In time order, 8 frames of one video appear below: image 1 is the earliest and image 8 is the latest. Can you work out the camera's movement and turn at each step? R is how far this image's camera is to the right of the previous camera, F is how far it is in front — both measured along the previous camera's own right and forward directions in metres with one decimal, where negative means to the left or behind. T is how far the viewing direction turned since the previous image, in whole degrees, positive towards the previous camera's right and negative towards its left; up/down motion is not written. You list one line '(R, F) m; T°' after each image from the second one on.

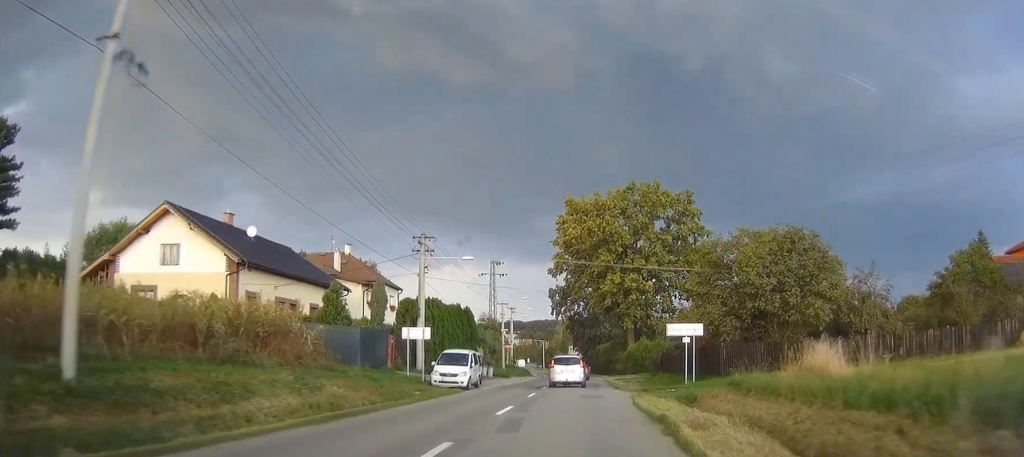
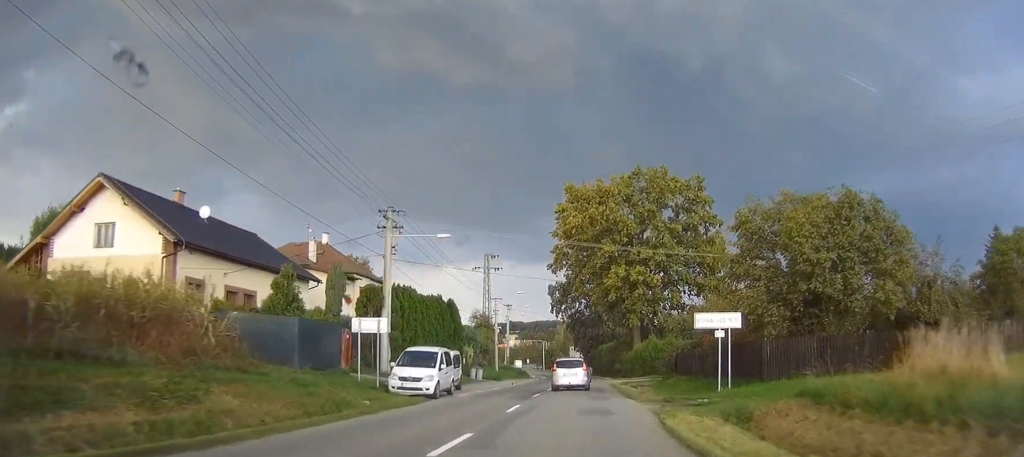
(0.0, +7.0) m; 0°
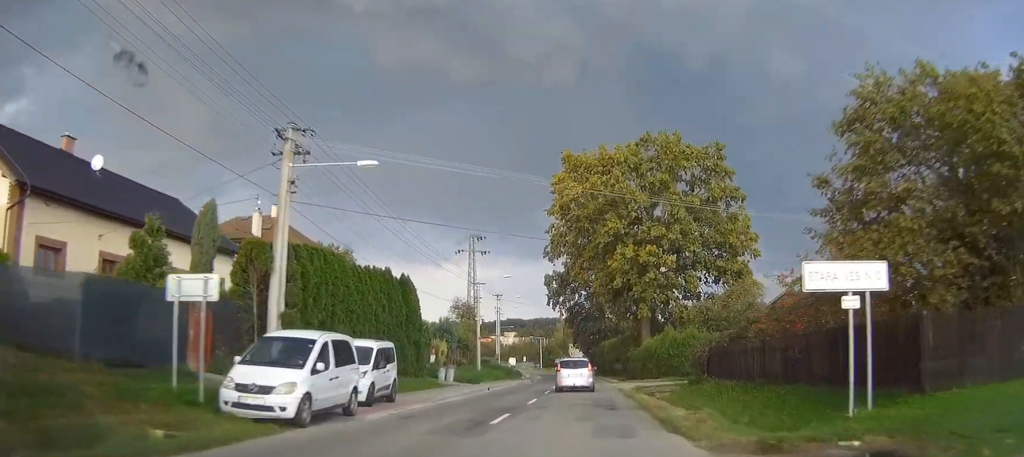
(0.0, +12.2) m; 0°
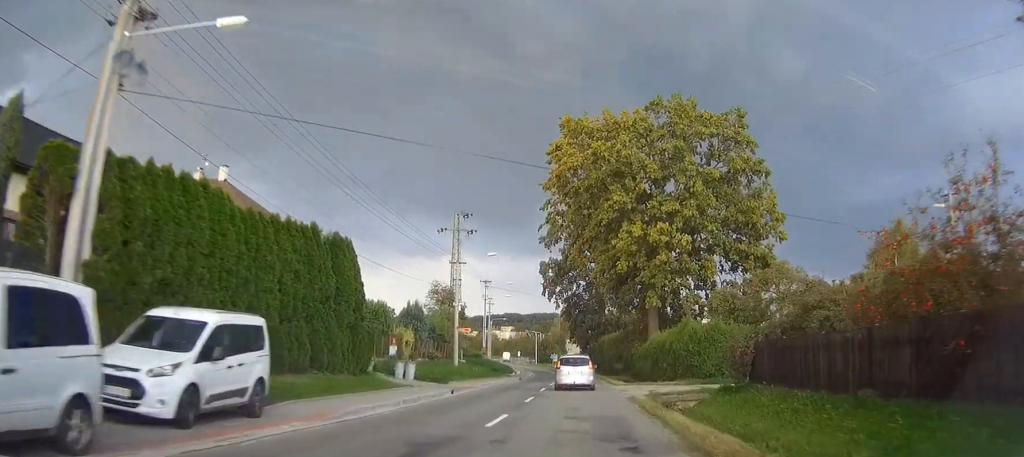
(0.0, +9.8) m; 0°
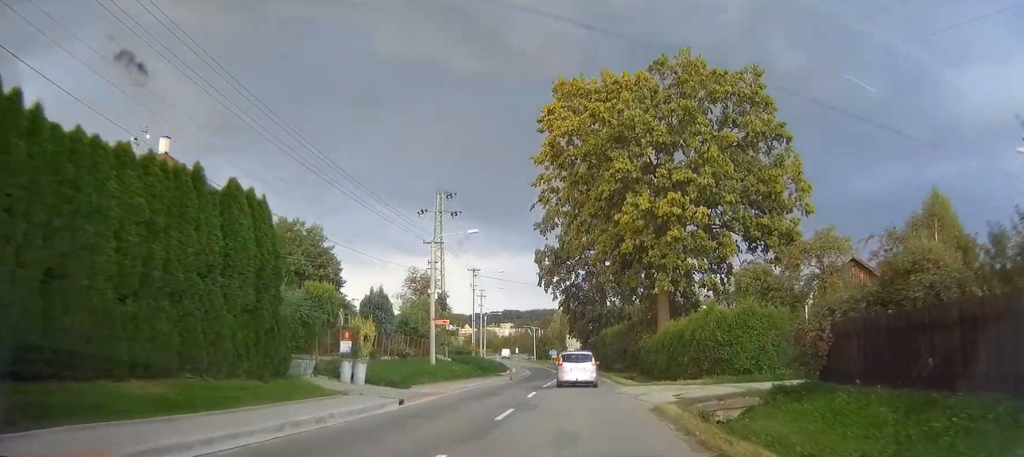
(0.0, +8.4) m; 0°
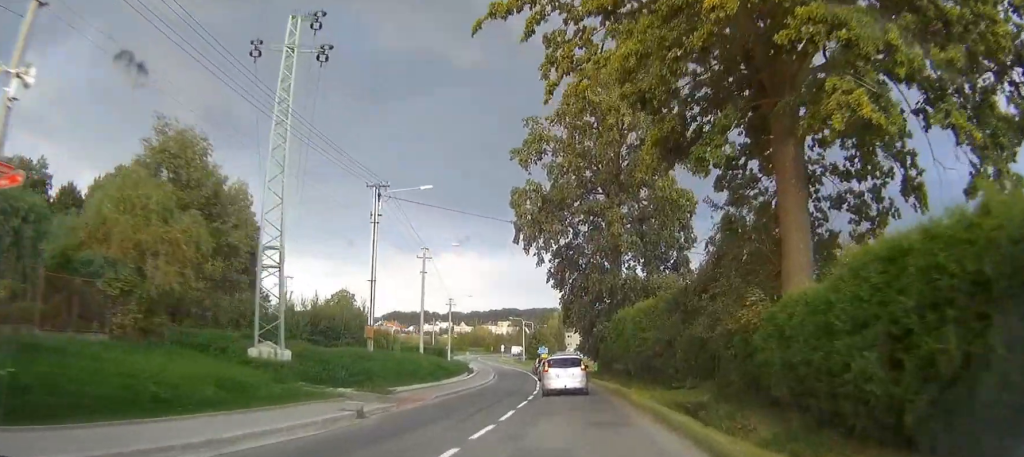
(+0.1, +35.8) m; 0°
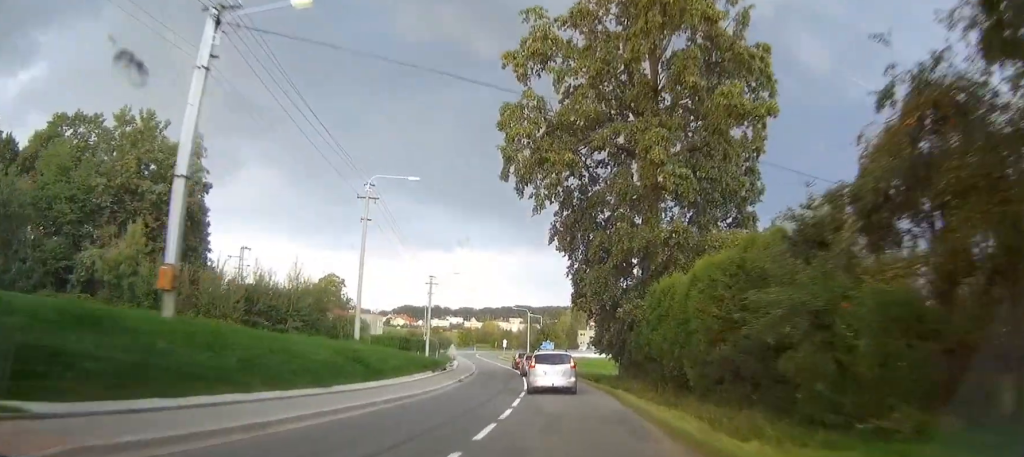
(-0.1, +19.8) m; -1°
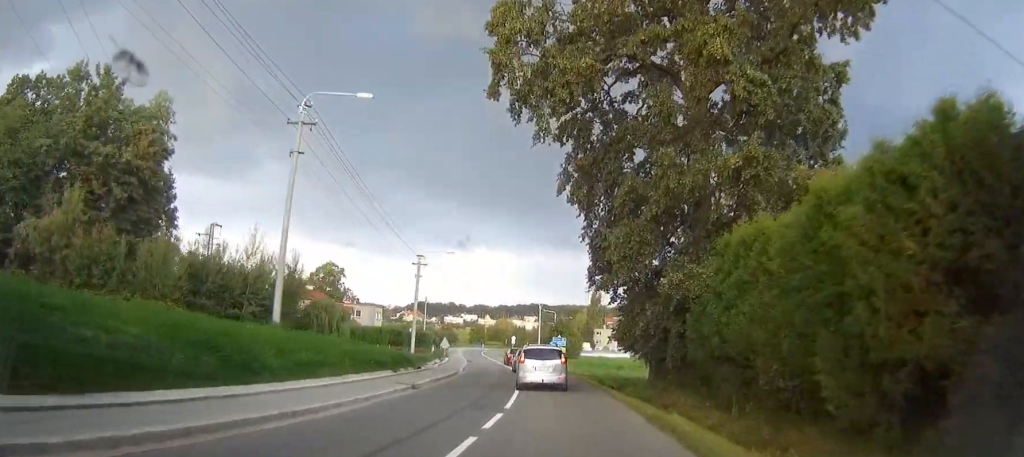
(0.0, +12.1) m; -1°
